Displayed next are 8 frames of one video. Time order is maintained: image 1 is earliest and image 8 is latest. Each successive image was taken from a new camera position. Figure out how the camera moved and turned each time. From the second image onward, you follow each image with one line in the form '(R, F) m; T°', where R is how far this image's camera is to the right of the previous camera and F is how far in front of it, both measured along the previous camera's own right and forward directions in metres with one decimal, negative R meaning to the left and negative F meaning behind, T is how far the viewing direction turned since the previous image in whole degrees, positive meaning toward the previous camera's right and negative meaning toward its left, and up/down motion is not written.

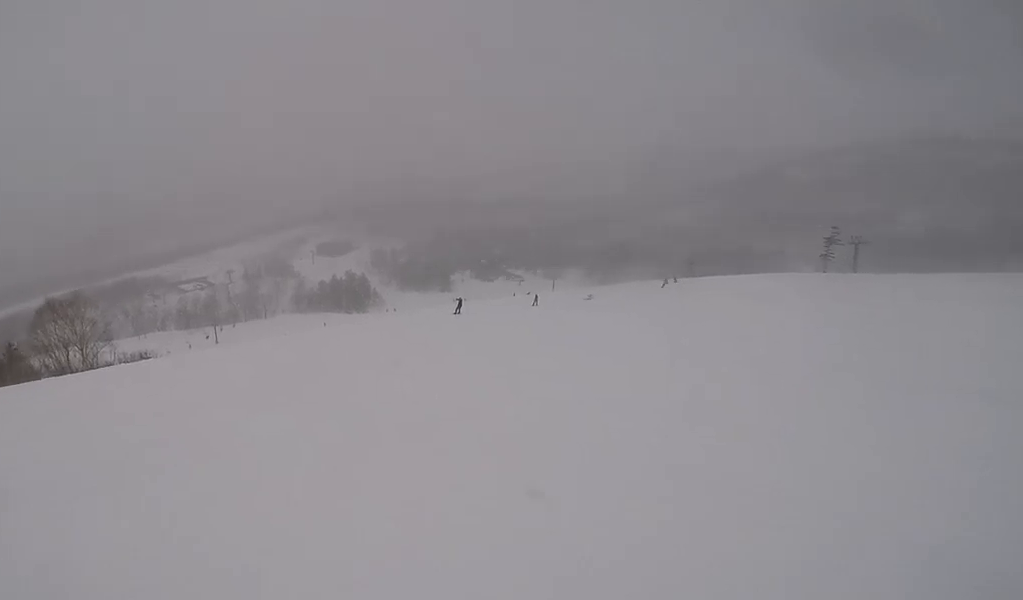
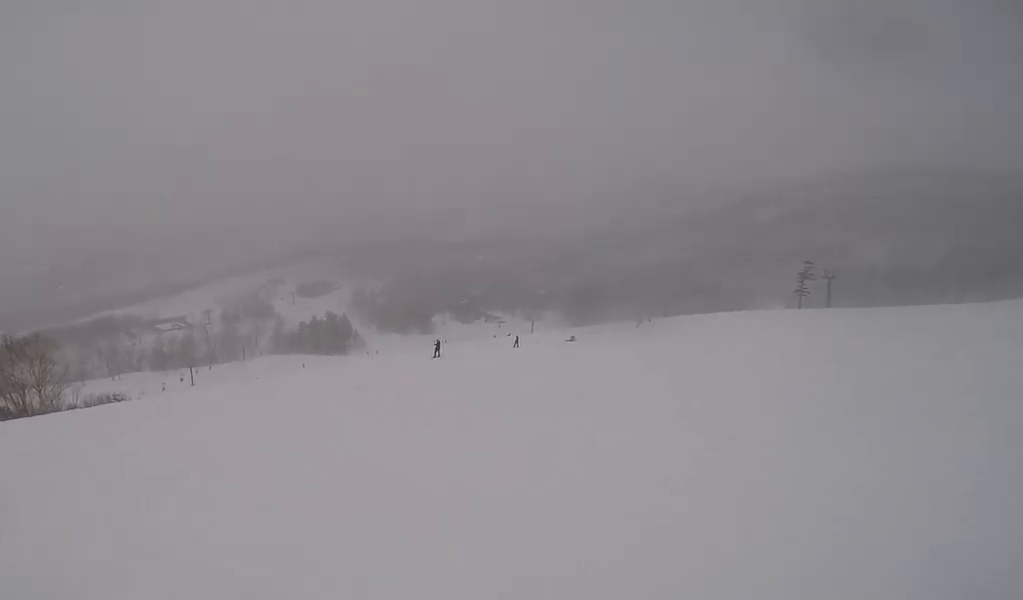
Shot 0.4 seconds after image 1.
(0.0, +1.8) m; 0°
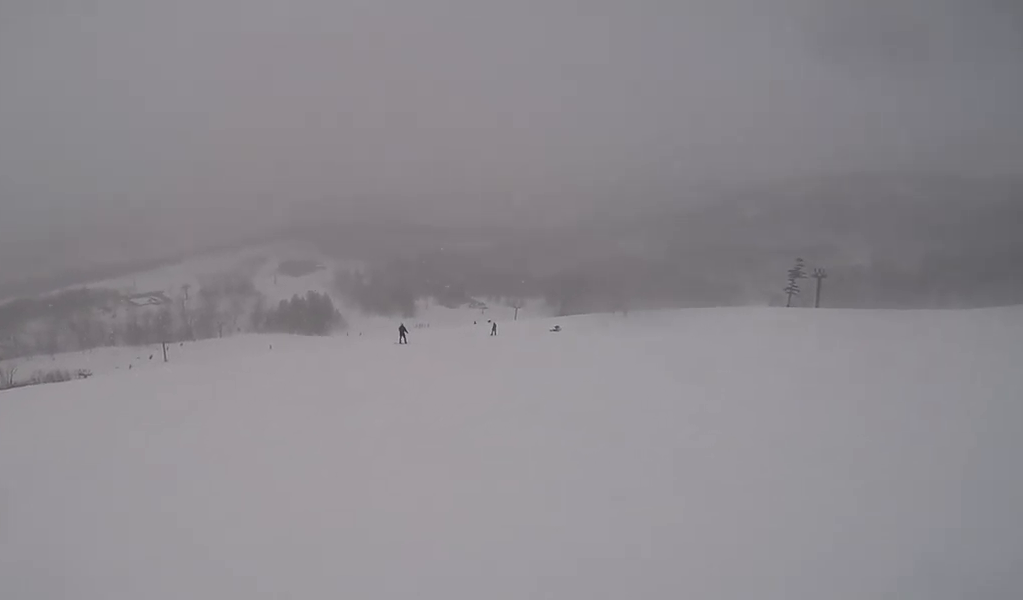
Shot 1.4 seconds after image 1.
(0.0, +4.3) m; -2°
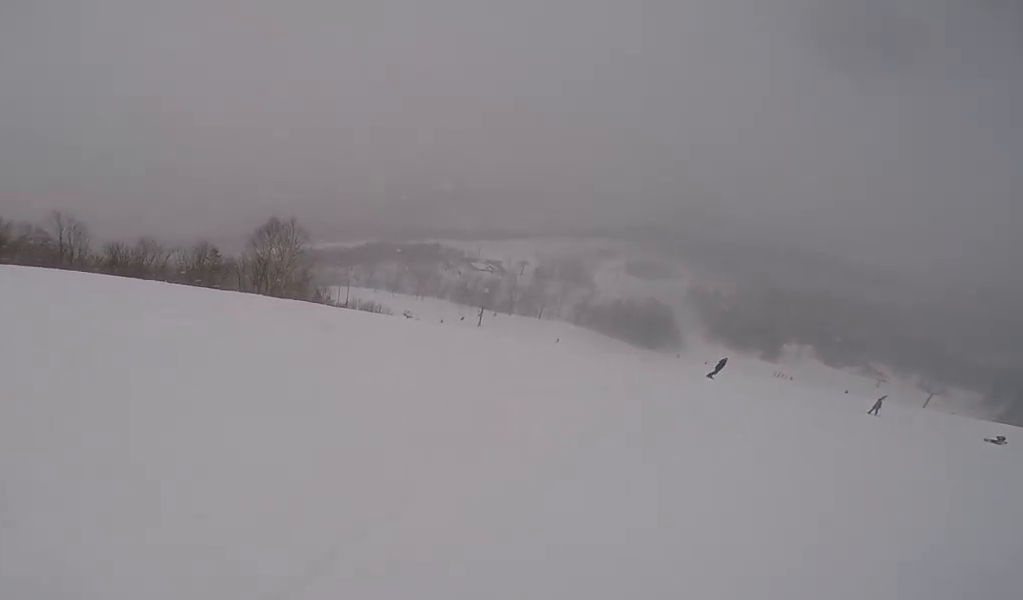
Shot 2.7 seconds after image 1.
(-1.2, +5.4) m; -29°
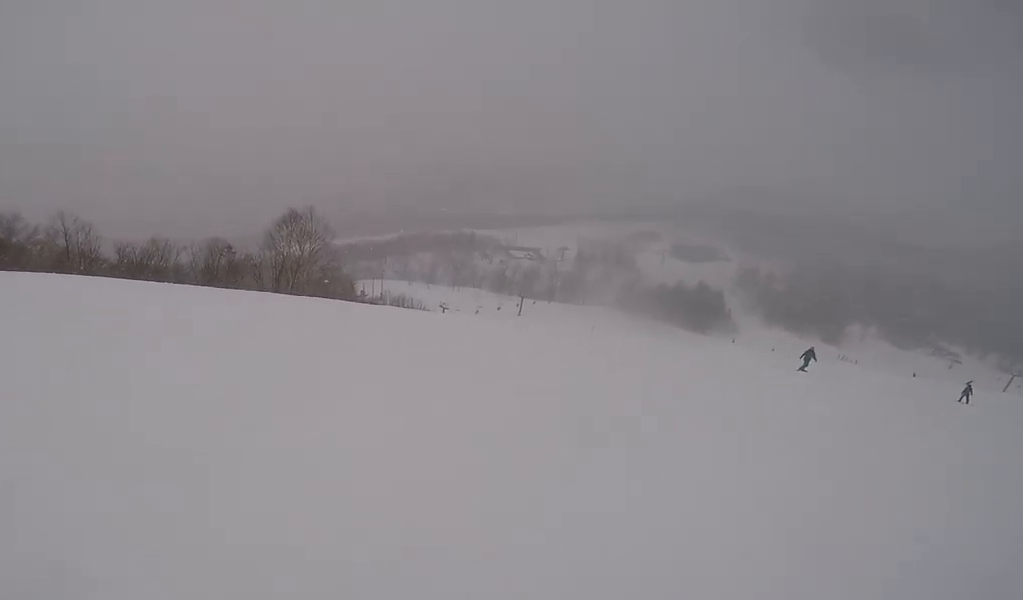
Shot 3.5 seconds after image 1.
(-0.8, +3.2) m; -6°
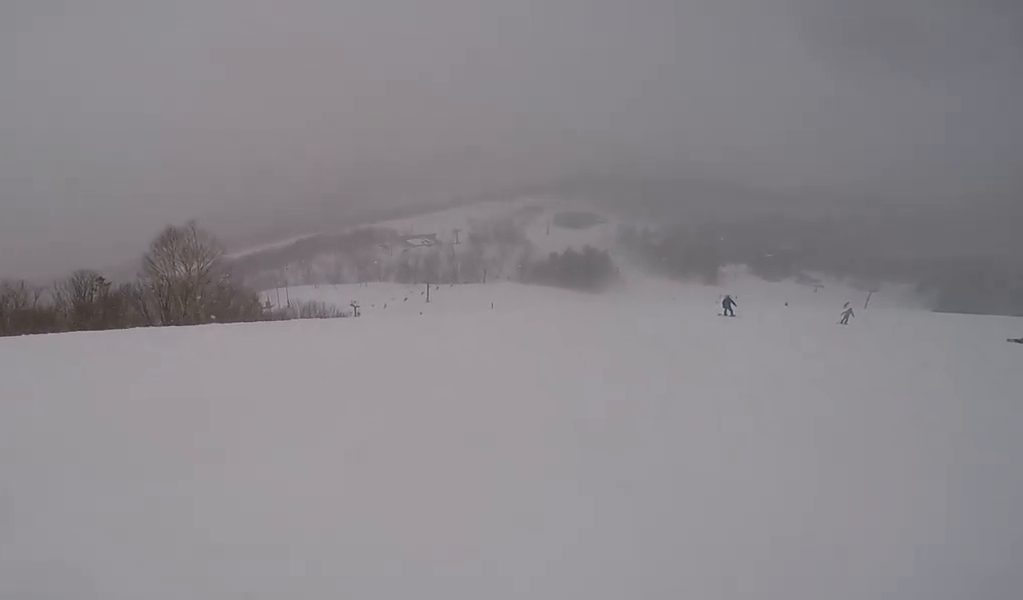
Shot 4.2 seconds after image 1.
(+0.3, +3.4) m; +16°
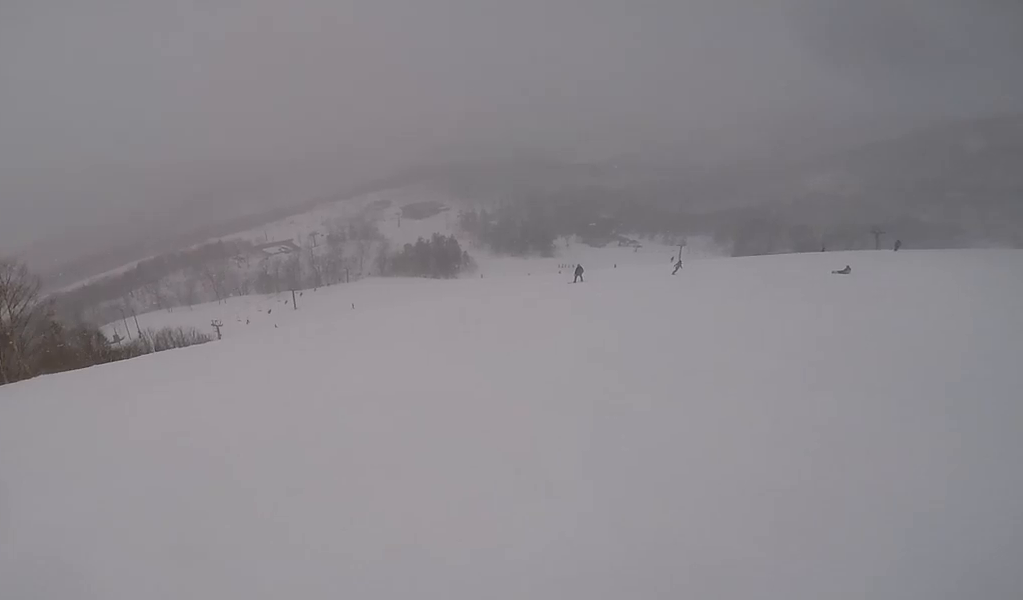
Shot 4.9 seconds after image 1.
(+0.6, +2.9) m; +13°
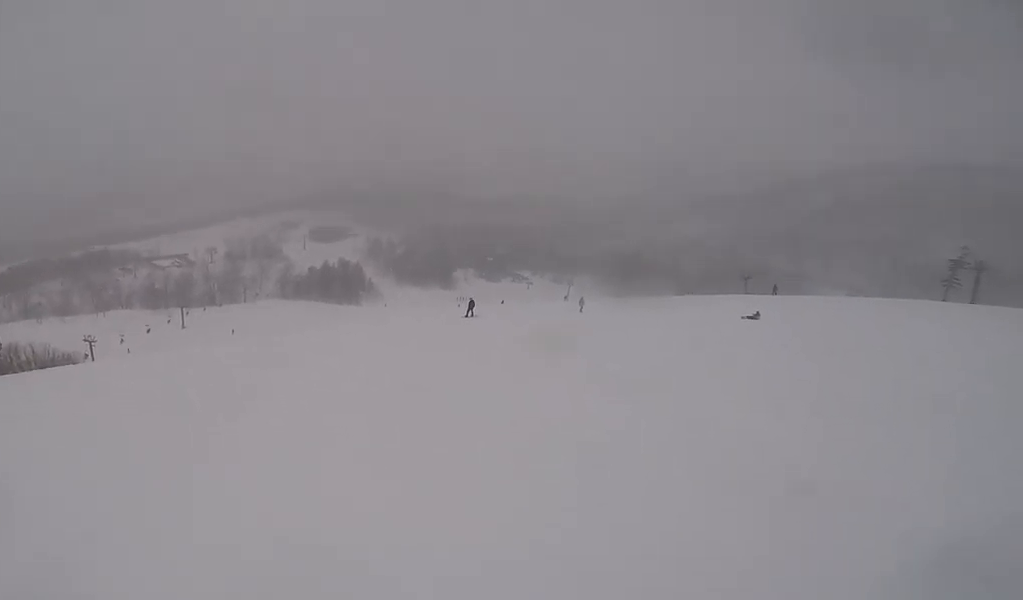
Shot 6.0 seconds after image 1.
(+0.7, +4.7) m; +20°
